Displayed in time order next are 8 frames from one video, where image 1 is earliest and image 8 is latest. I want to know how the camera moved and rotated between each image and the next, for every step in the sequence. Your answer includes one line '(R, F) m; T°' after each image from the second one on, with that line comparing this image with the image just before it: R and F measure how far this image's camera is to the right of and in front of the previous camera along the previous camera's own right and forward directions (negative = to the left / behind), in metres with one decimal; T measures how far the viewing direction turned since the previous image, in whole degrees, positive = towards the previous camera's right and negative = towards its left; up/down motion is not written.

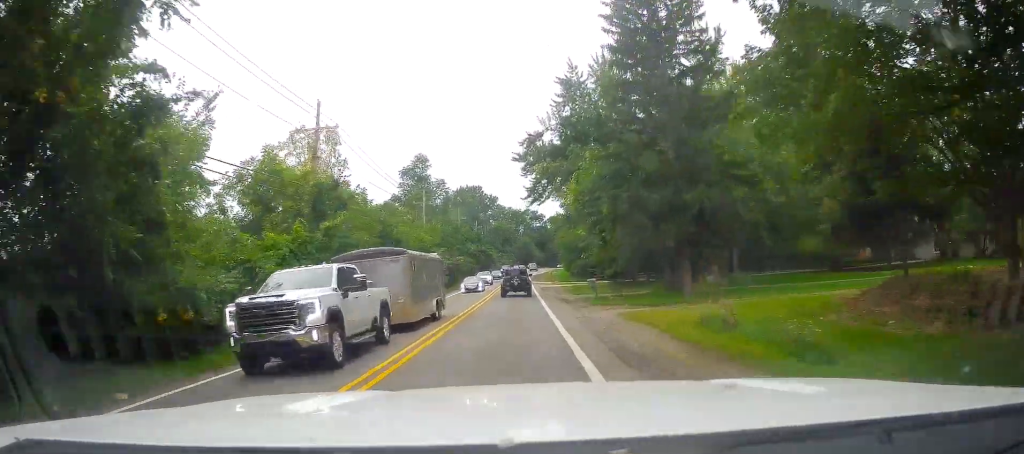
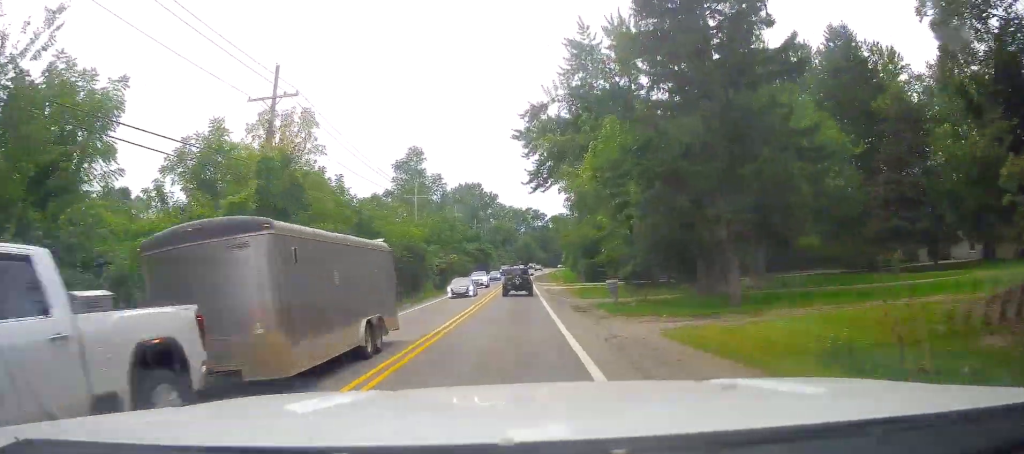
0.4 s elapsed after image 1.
(-0.1, +7.1) m; 0°
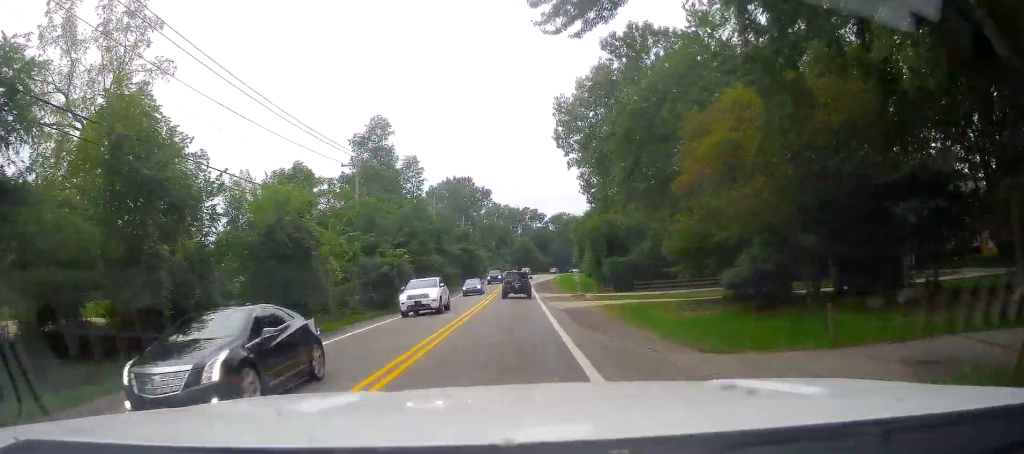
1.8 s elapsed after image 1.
(+0.6, +24.3) m; +1°
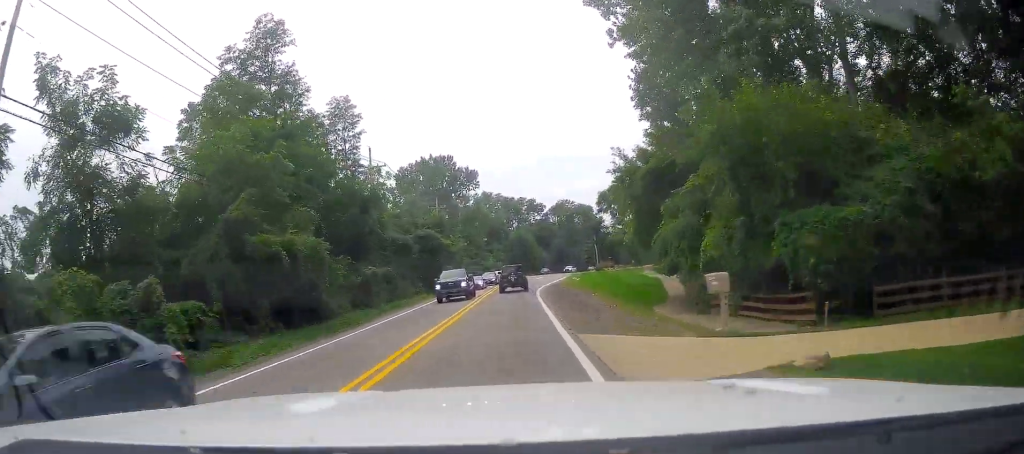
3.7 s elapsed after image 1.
(-0.5, +35.3) m; +1°
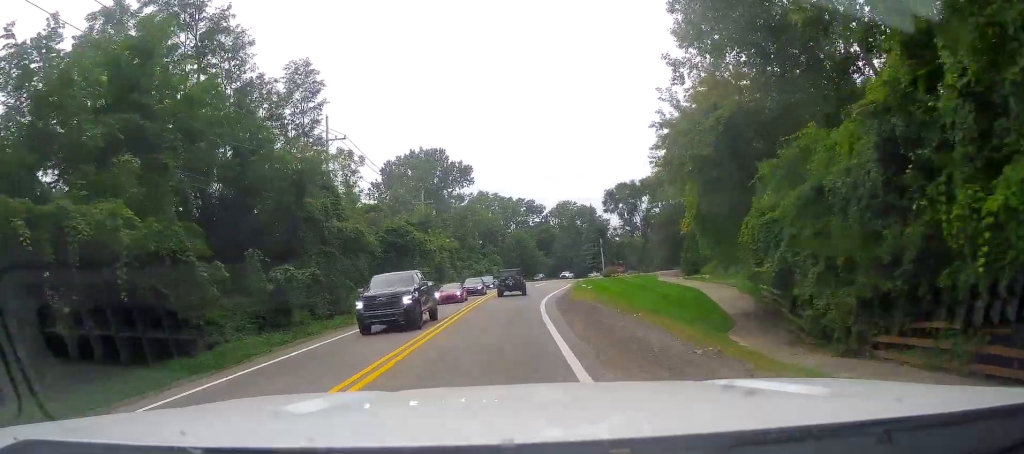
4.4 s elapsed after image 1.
(+0.4, +12.4) m; +1°
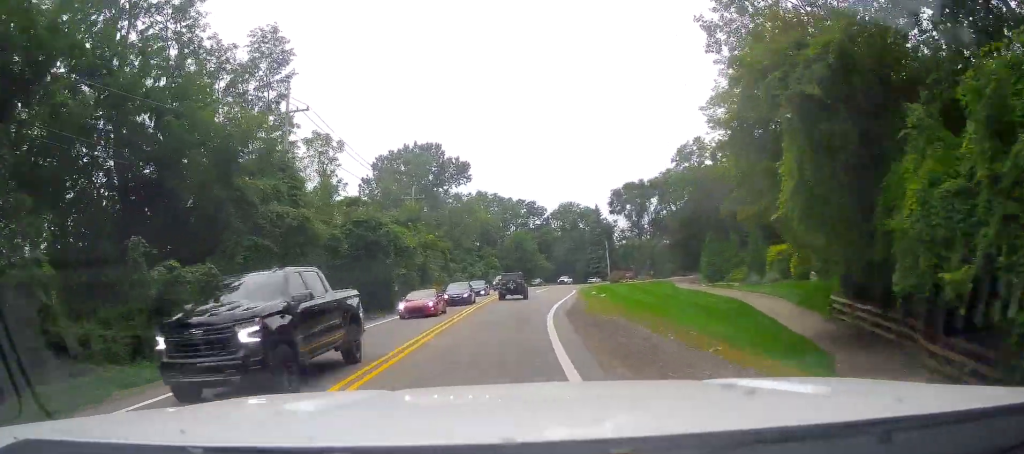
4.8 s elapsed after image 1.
(-0.1, +8.2) m; -1°
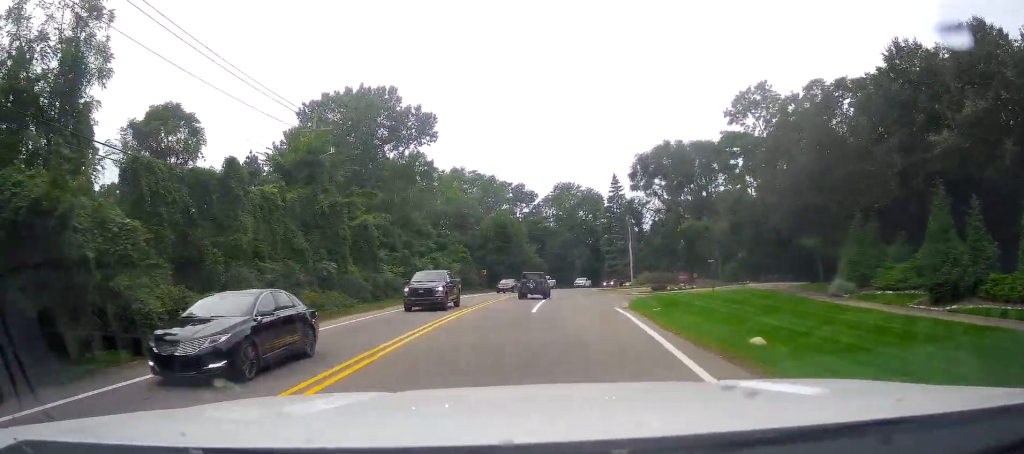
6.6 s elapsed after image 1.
(-0.9, +34.7) m; +1°
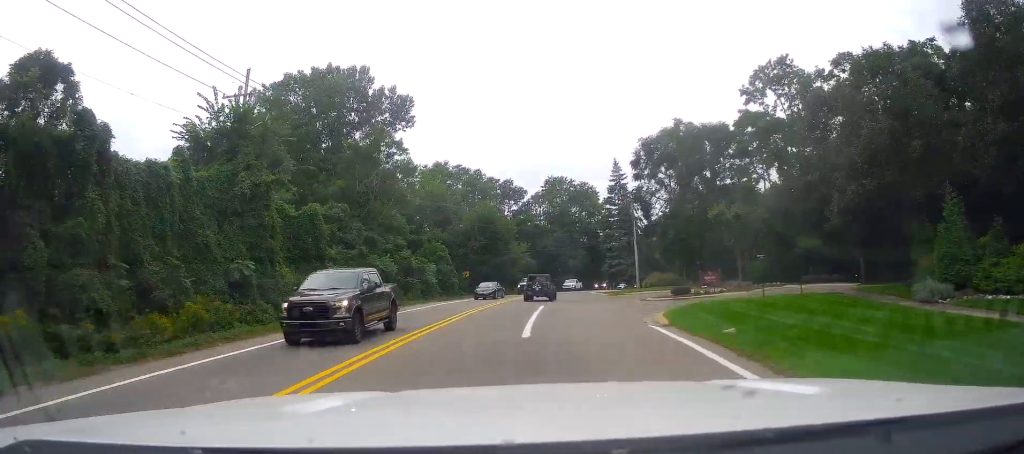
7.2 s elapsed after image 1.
(+0.3, +10.1) m; +2°
